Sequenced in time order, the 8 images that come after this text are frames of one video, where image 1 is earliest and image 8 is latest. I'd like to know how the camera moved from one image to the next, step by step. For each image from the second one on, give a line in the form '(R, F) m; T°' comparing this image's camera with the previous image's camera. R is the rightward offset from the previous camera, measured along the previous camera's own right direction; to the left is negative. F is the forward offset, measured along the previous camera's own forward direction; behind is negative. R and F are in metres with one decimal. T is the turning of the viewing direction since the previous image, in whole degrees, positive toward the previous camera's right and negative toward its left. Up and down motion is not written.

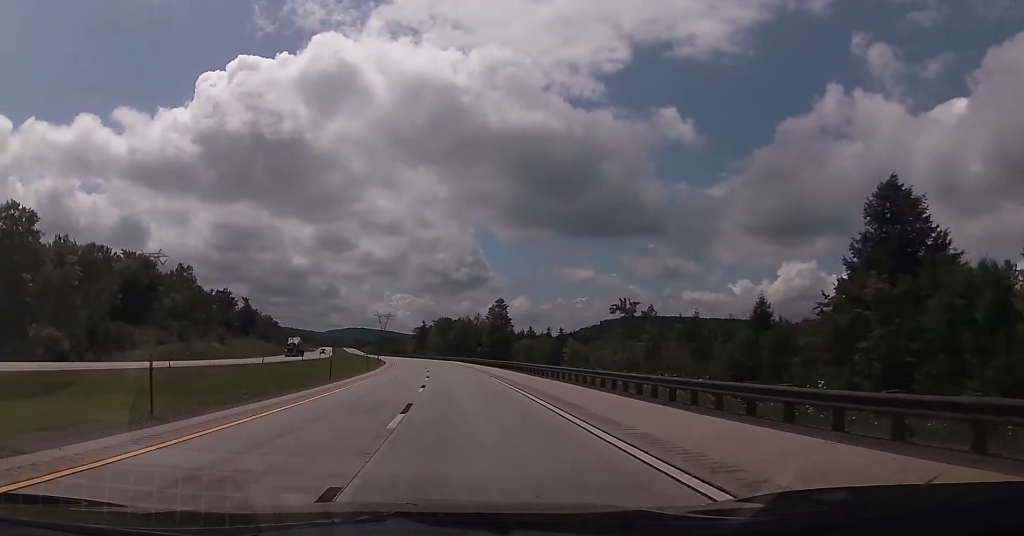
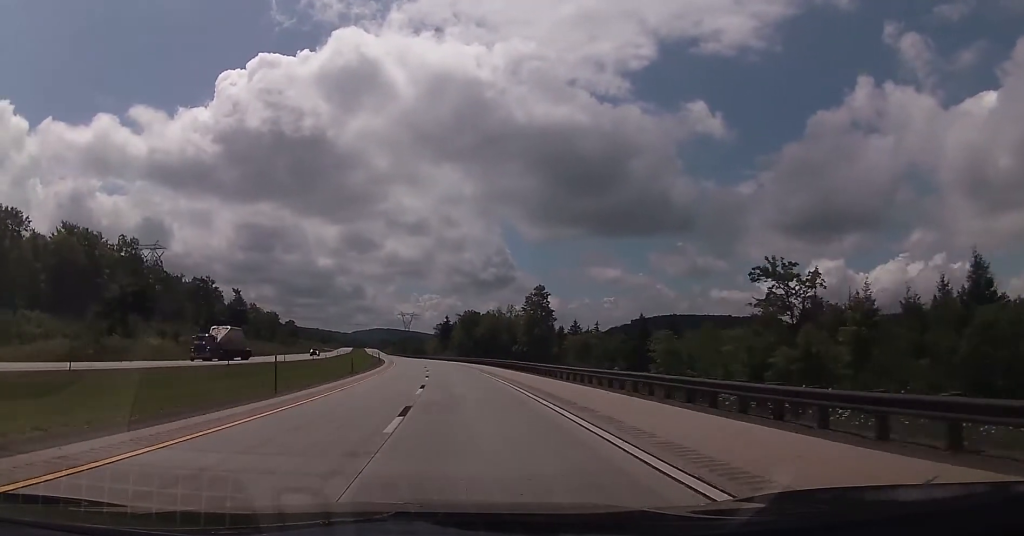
(-0.7, +37.2) m; -2°
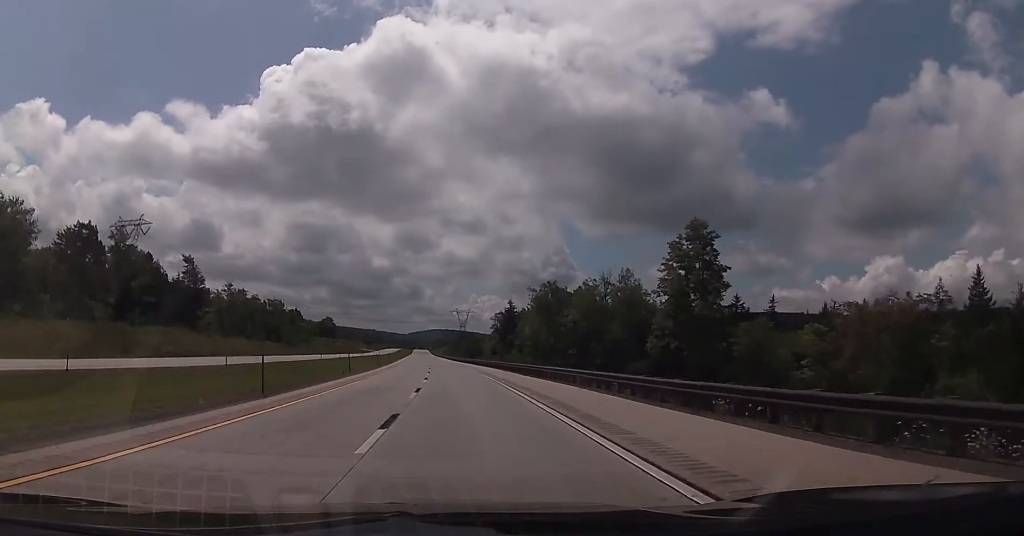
(-3.2, +75.5) m; -5°
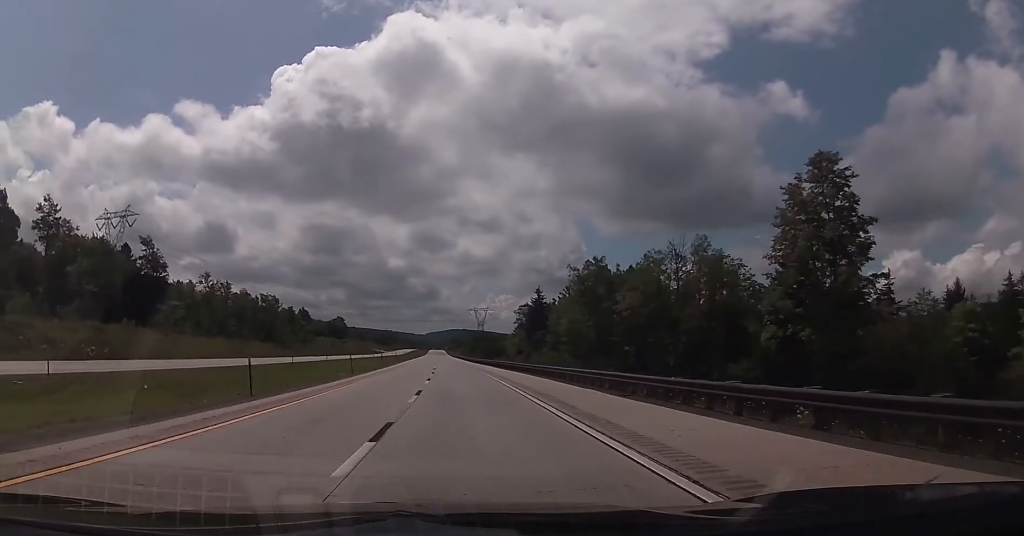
(-0.2, +26.3) m; -1°
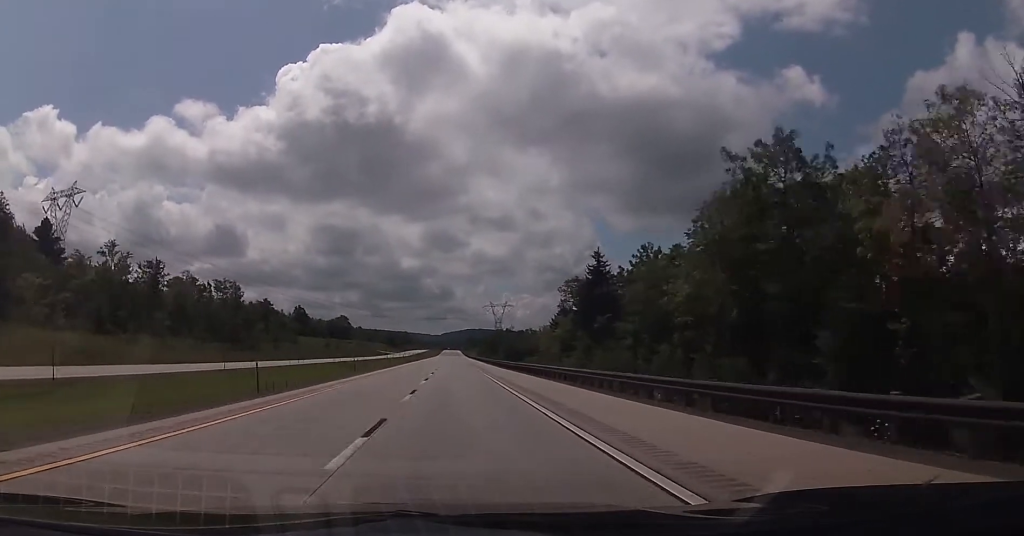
(-0.9, +48.3) m; -1°
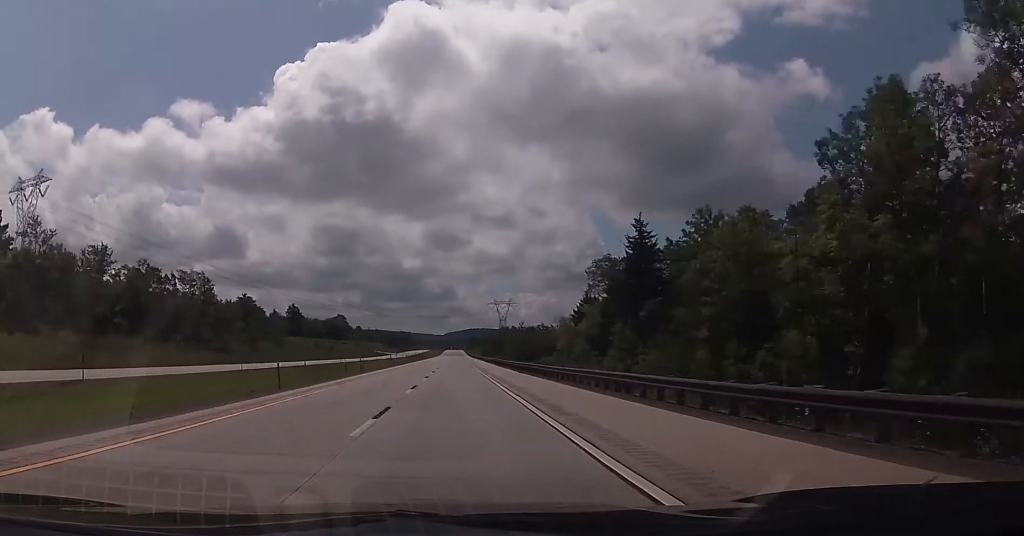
(0.0, +20.8) m; 0°
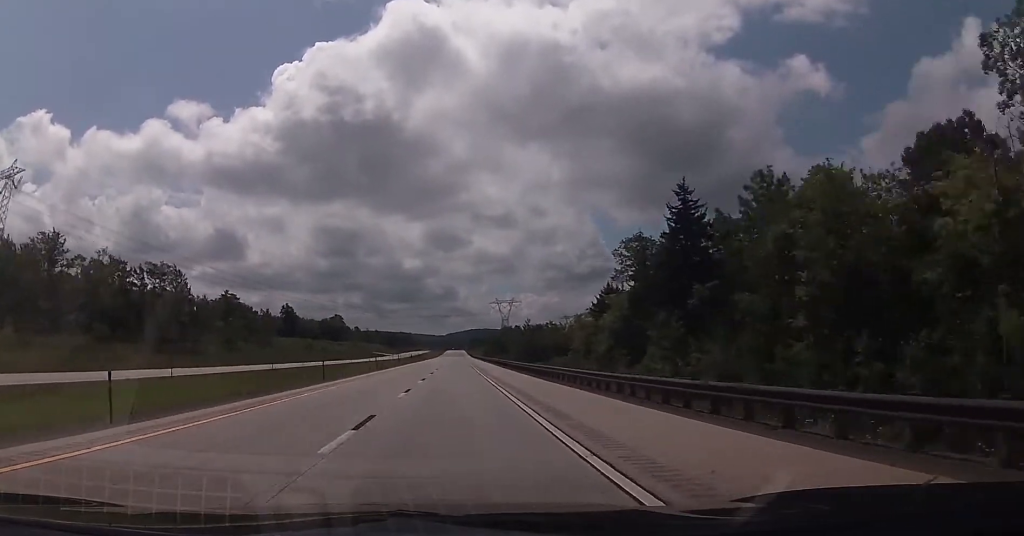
(0.0, +14.3) m; 0°
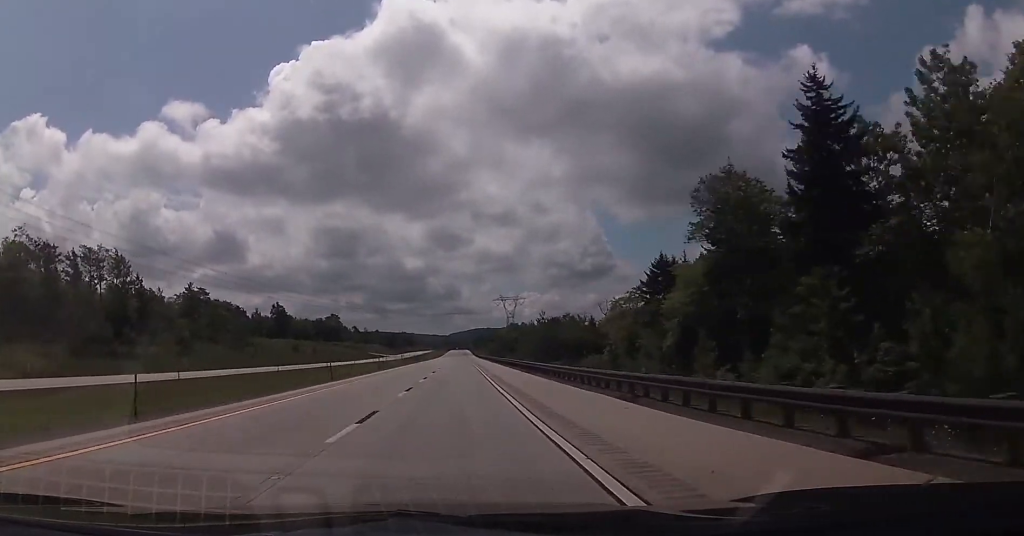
(-0.1, +23.0) m; 0°
